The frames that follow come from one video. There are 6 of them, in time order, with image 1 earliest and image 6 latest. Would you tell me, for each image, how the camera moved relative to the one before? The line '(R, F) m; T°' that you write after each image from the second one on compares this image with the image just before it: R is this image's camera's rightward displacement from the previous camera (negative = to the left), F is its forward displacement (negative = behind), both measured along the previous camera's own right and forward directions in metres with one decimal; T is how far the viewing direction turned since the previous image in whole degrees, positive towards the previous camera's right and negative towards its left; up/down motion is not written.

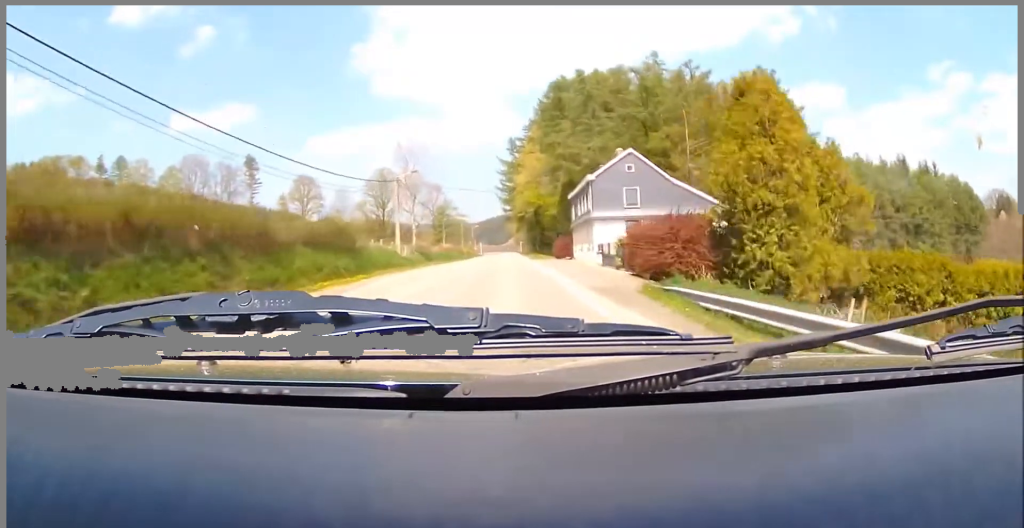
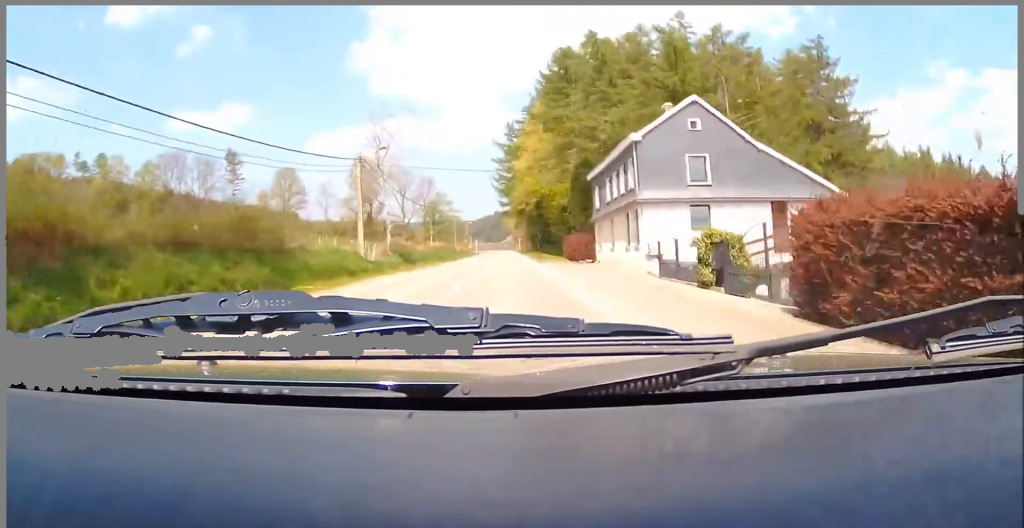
(0.0, +14.0) m; 0°
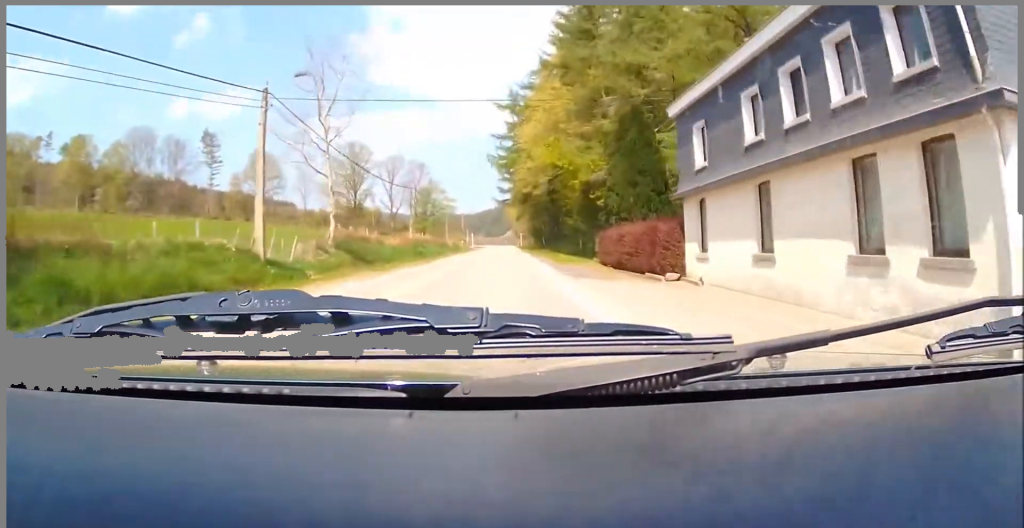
(0.0, +18.7) m; 0°
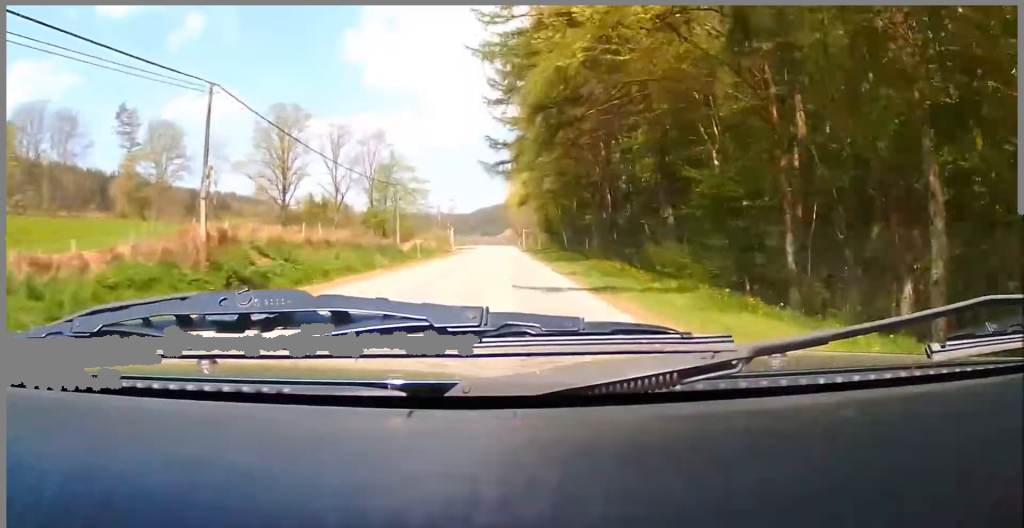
(-0.1, +47.2) m; -1°
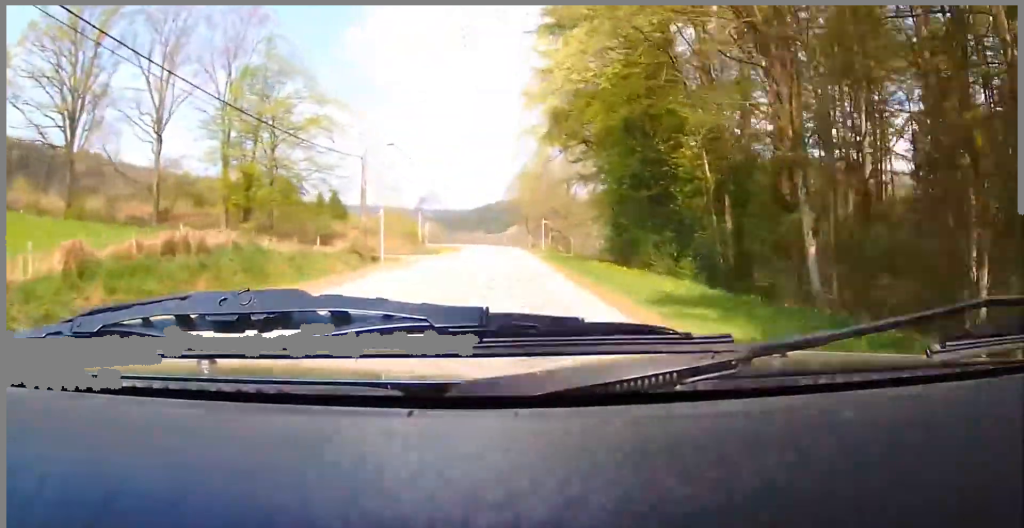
(+0.4, +57.2) m; +1°
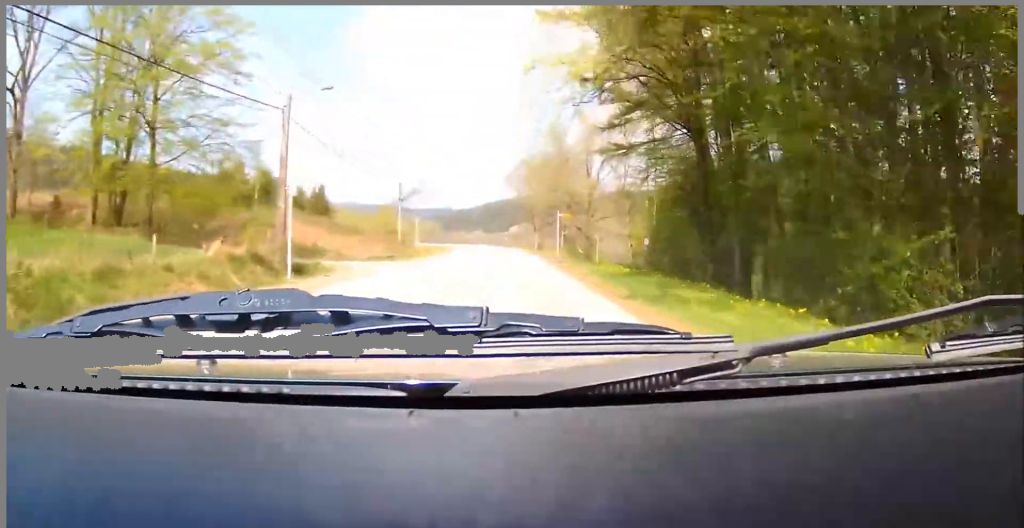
(+0.1, +18.0) m; -2°
